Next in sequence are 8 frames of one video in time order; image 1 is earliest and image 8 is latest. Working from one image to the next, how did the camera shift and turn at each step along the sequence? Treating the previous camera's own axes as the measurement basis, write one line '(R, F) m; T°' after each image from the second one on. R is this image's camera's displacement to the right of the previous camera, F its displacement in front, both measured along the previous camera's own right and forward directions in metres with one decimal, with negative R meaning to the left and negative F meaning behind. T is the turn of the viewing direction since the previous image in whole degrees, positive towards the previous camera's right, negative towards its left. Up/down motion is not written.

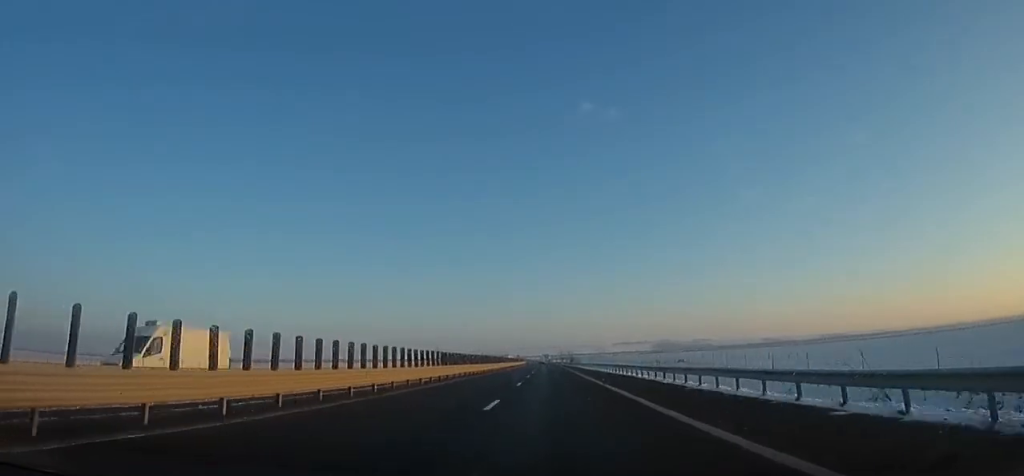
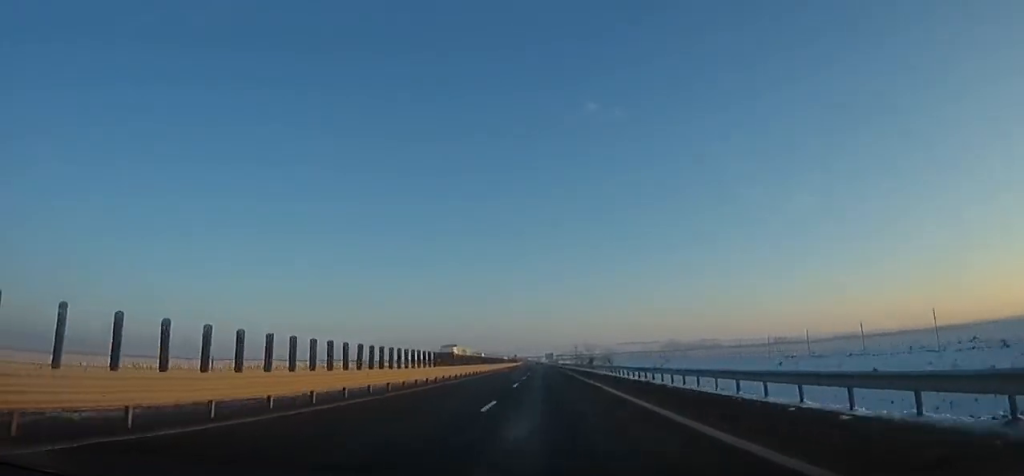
(+0.4, +72.2) m; 0°
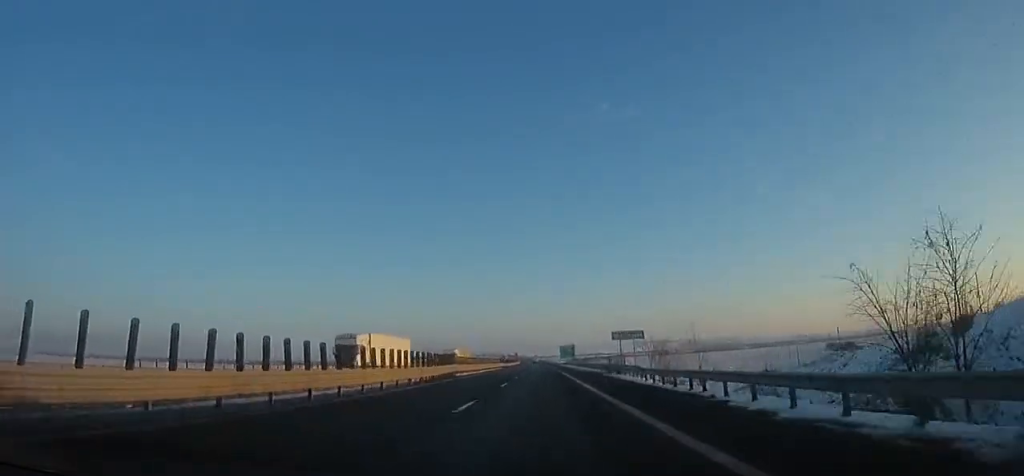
(-0.4, +120.5) m; -2°
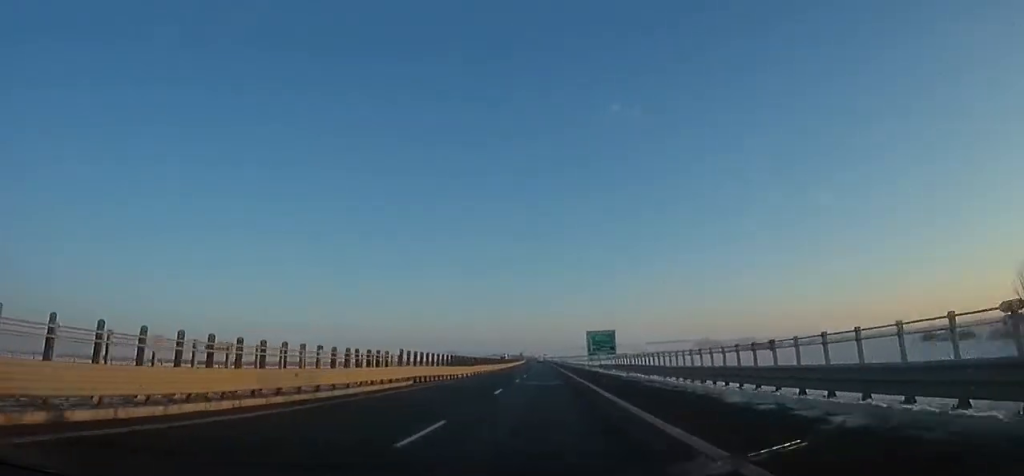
(-1.6, +64.7) m; -2°
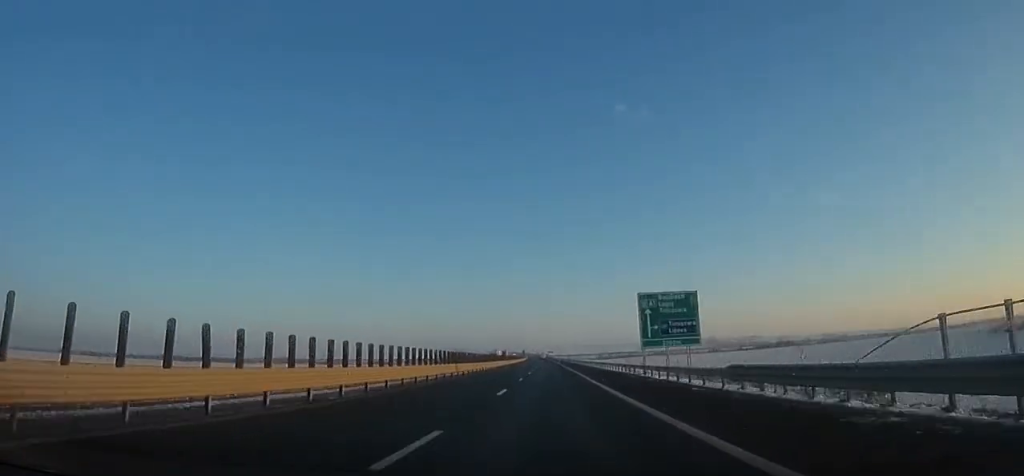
(-0.6, +37.5) m; 0°
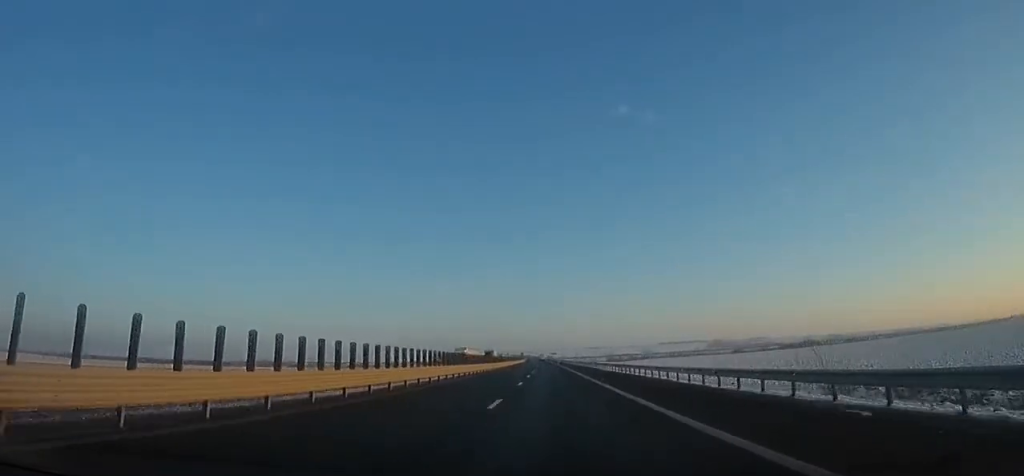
(+0.5, +40.7) m; +1°
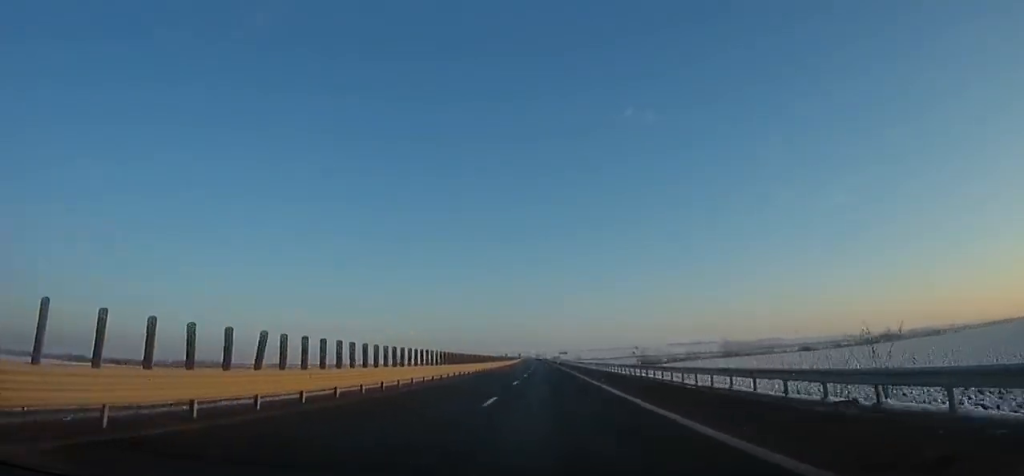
(+0.6, +83.5) m; -1°
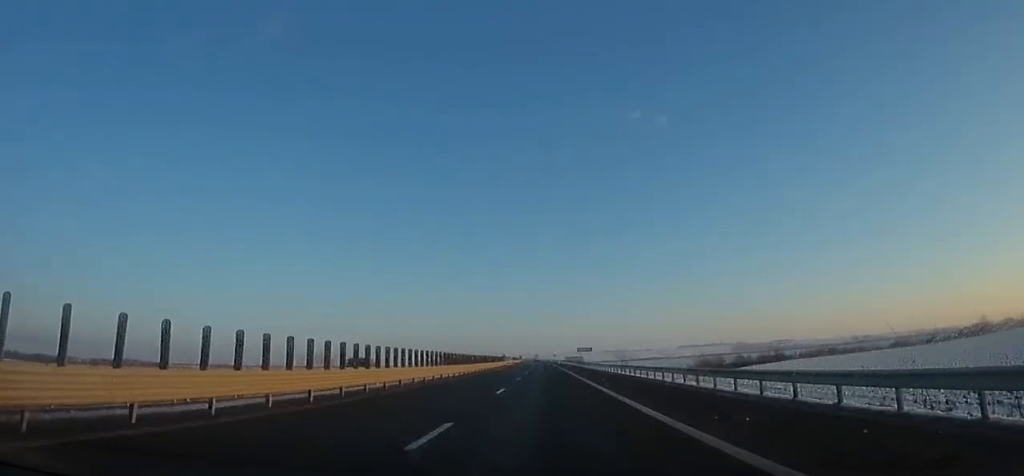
(-1.8, +66.7) m; -2°
